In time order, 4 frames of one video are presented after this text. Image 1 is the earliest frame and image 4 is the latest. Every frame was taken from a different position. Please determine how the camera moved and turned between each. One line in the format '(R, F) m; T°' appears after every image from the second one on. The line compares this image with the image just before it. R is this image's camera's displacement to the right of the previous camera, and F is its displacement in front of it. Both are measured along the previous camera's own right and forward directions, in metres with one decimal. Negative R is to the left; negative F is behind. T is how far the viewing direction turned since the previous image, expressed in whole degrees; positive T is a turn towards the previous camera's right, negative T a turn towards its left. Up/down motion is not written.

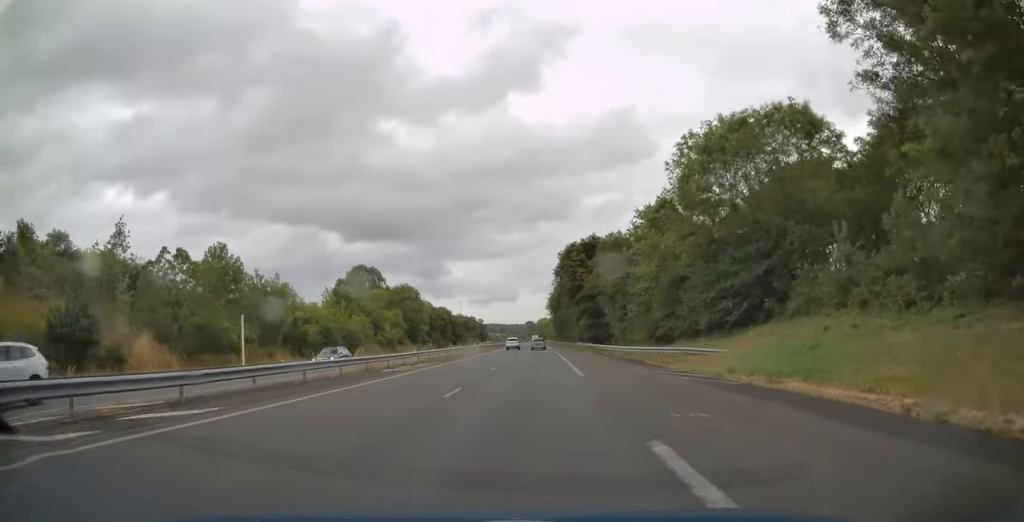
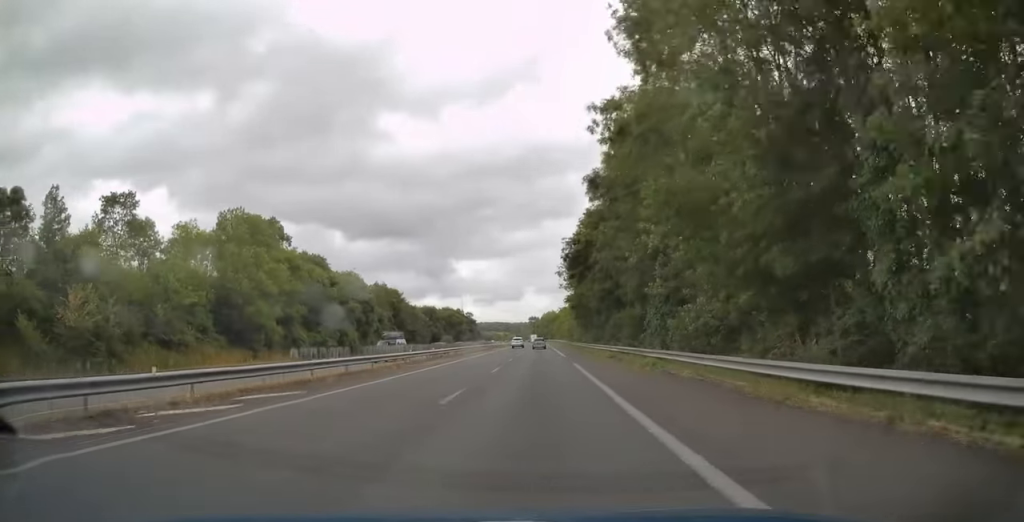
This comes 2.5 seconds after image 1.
(-1.1, +79.5) m; 0°
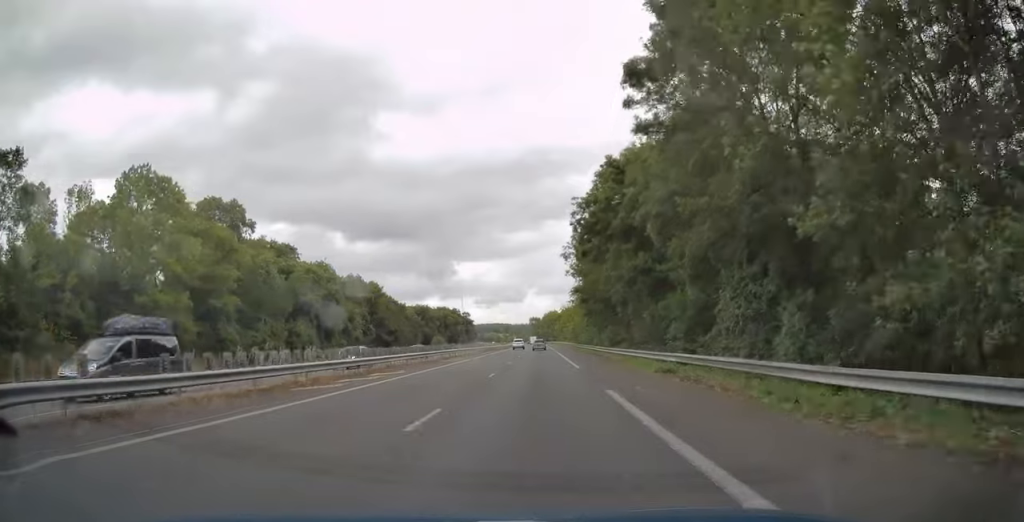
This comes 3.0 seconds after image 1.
(+0.2, +16.6) m; 0°
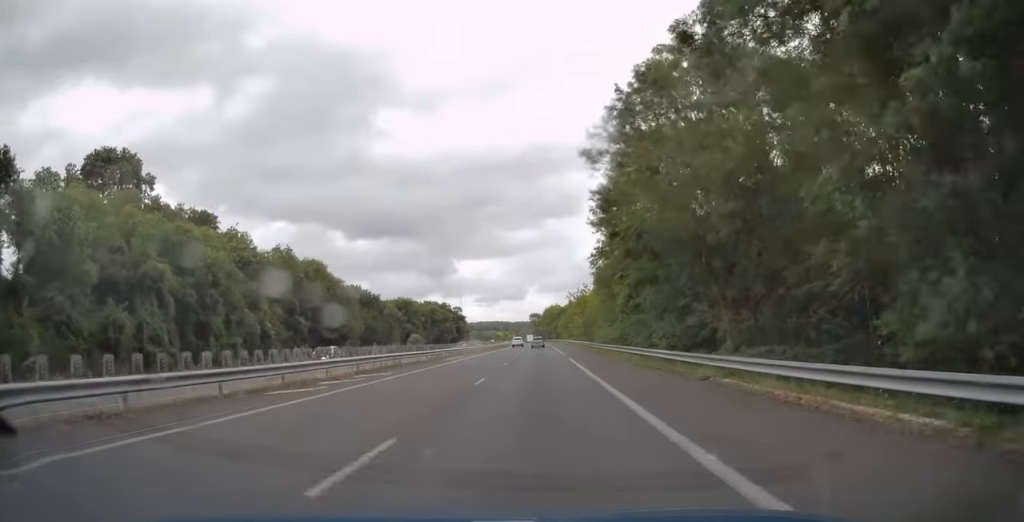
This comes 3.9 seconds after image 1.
(0.0, +30.1) m; 0°
